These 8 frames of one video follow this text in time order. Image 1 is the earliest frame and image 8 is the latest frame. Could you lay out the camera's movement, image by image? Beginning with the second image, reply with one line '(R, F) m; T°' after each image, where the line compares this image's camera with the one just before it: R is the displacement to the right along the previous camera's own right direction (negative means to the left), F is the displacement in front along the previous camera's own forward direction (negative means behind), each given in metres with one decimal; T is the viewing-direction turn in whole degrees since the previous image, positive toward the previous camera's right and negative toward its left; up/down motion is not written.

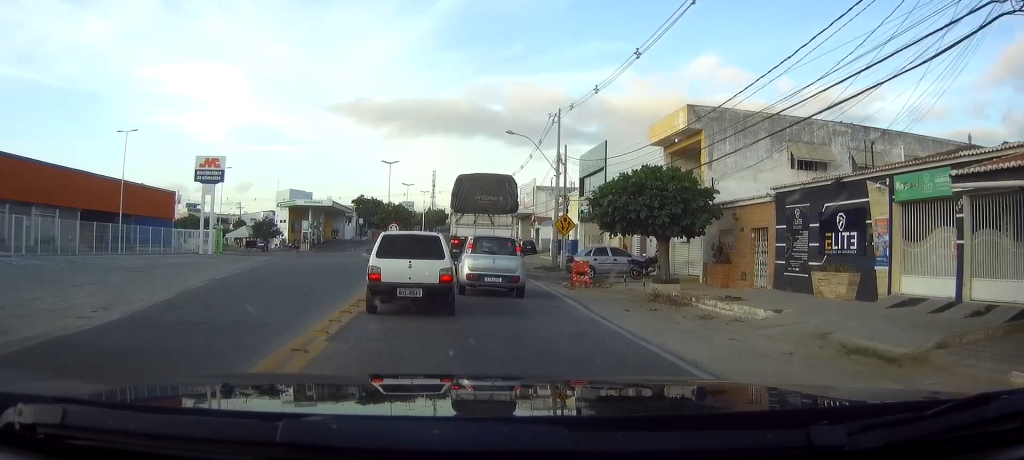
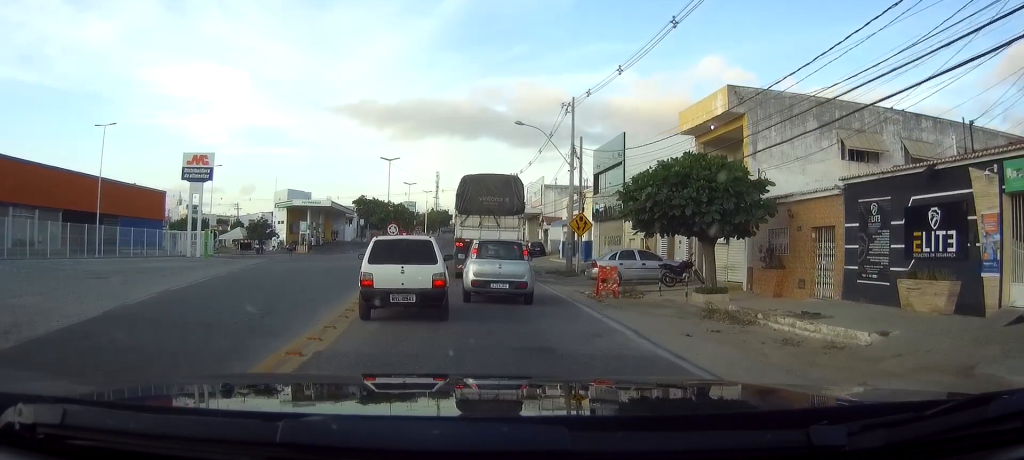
(+0.1, +4.3) m; -2°
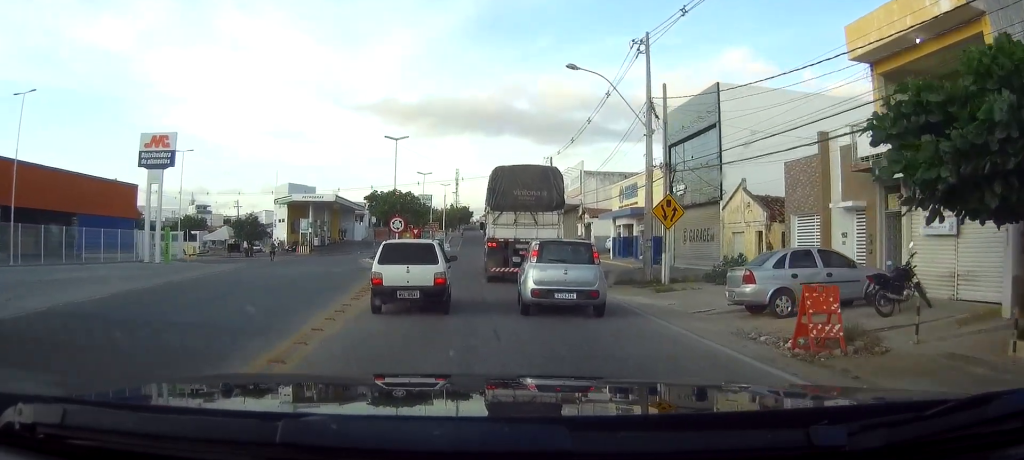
(-1.1, +13.9) m; -5°
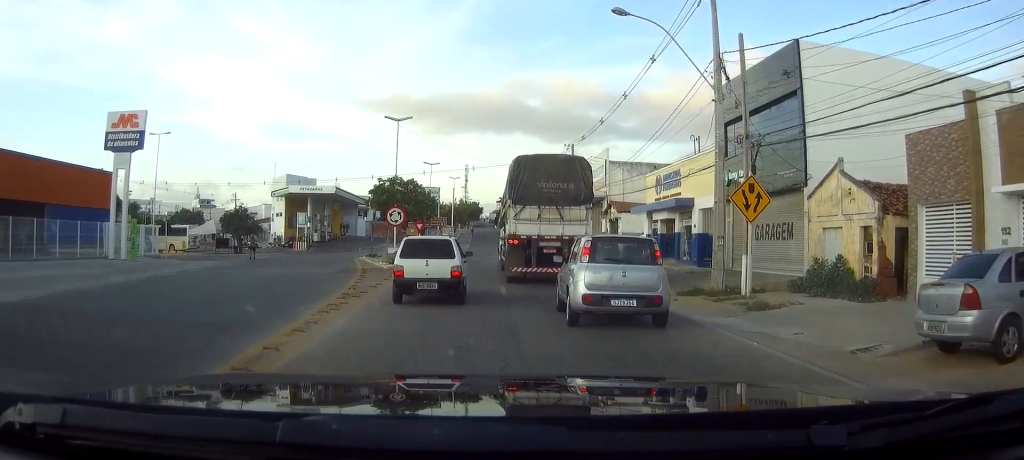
(0.0, +7.6) m; +1°
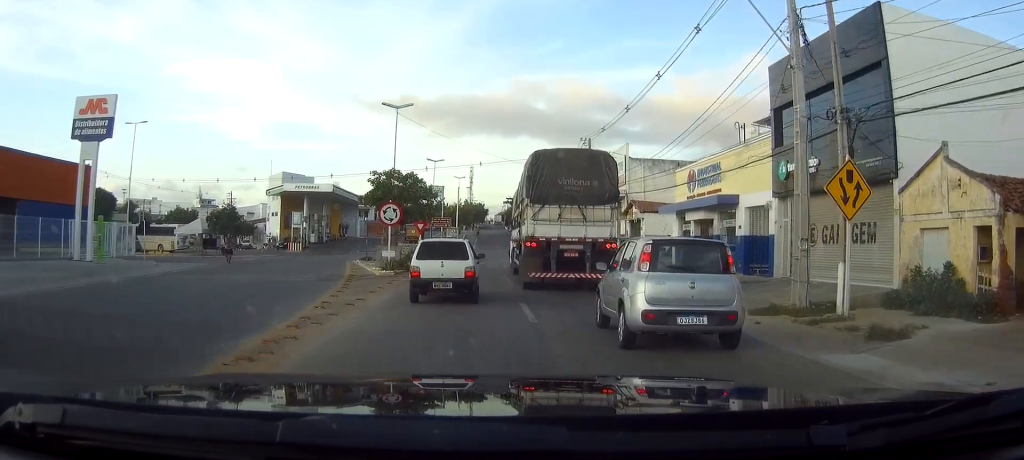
(+0.1, +5.3) m; +1°
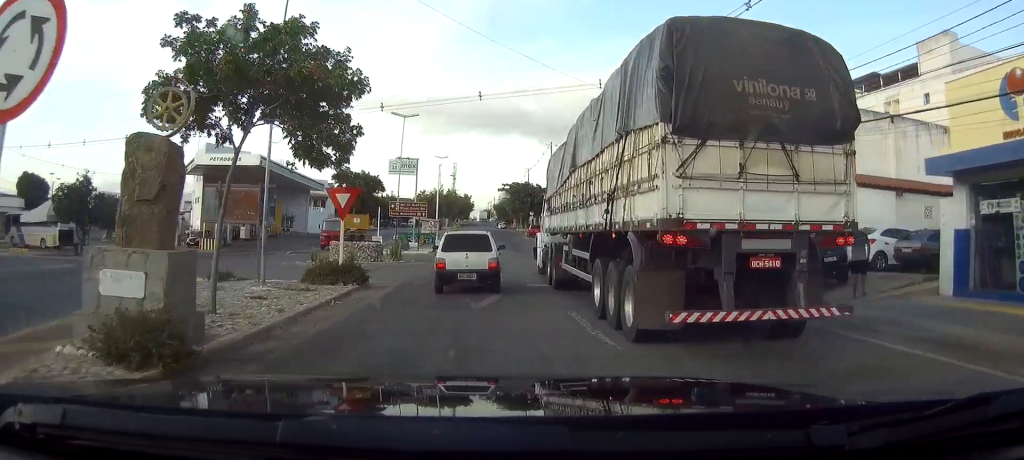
(+0.7, +26.8) m; +3°
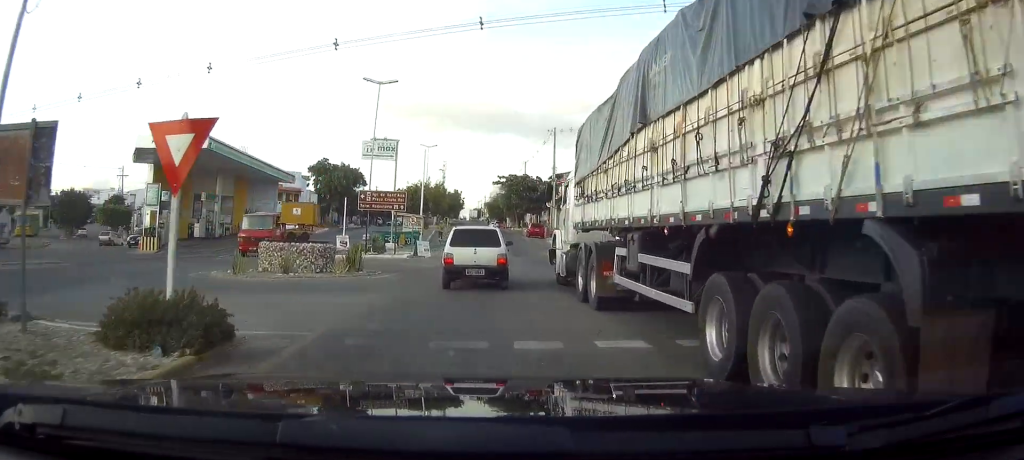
(+0.1, +10.7) m; +1°
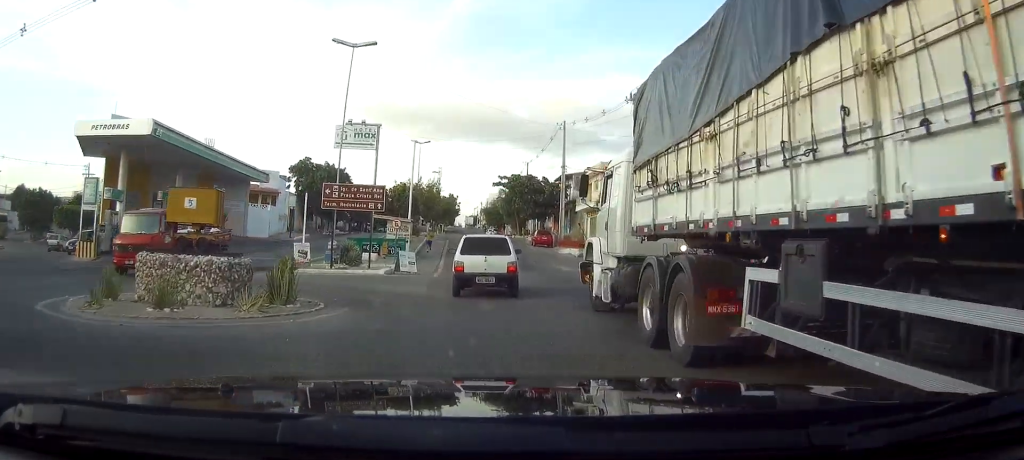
(0.0, +9.2) m; +1°
